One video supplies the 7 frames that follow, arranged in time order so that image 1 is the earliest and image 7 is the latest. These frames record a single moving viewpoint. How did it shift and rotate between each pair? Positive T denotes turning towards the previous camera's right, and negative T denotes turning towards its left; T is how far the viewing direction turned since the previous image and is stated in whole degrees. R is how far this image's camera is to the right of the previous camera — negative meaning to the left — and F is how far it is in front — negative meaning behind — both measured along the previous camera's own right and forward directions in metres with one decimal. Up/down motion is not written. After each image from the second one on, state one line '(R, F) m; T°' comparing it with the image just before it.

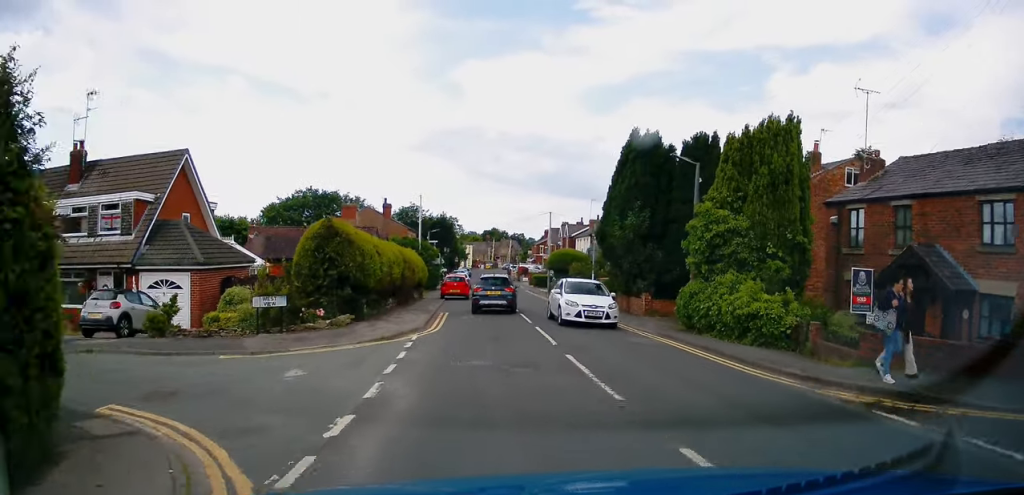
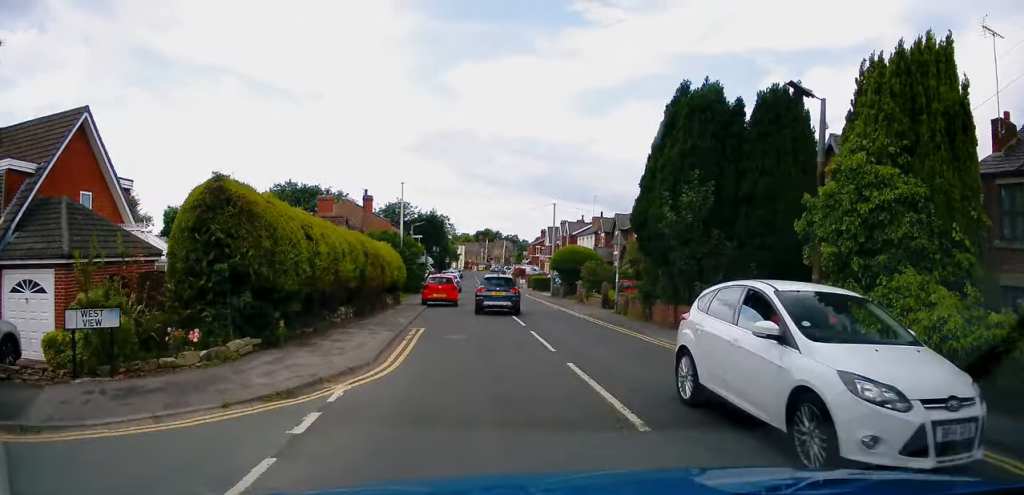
(+0.1, +7.6) m; +1°
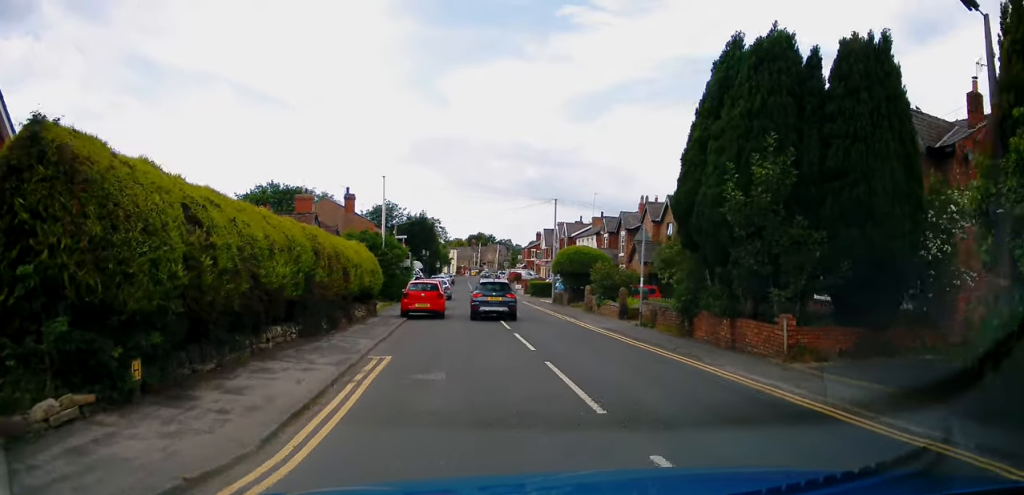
(+0.1, +5.1) m; 0°
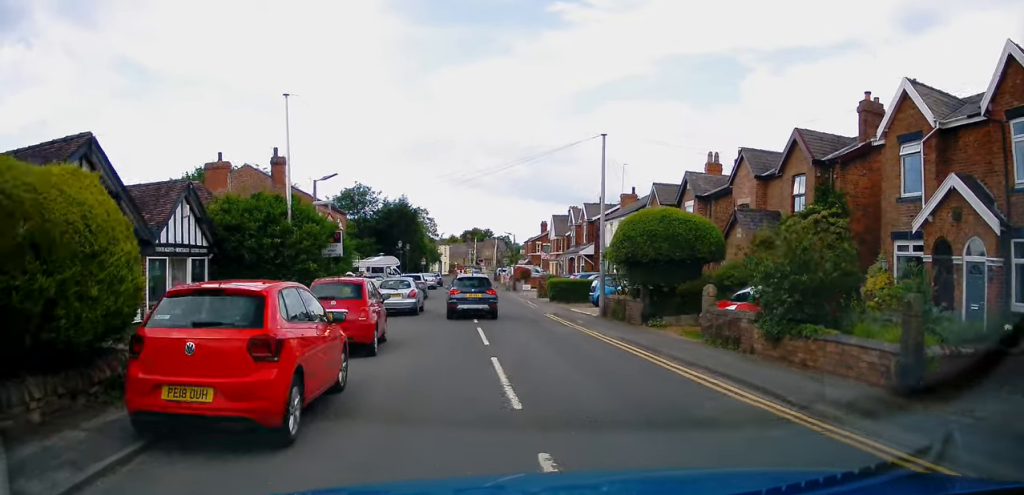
(-0.2, +18.0) m; -1°
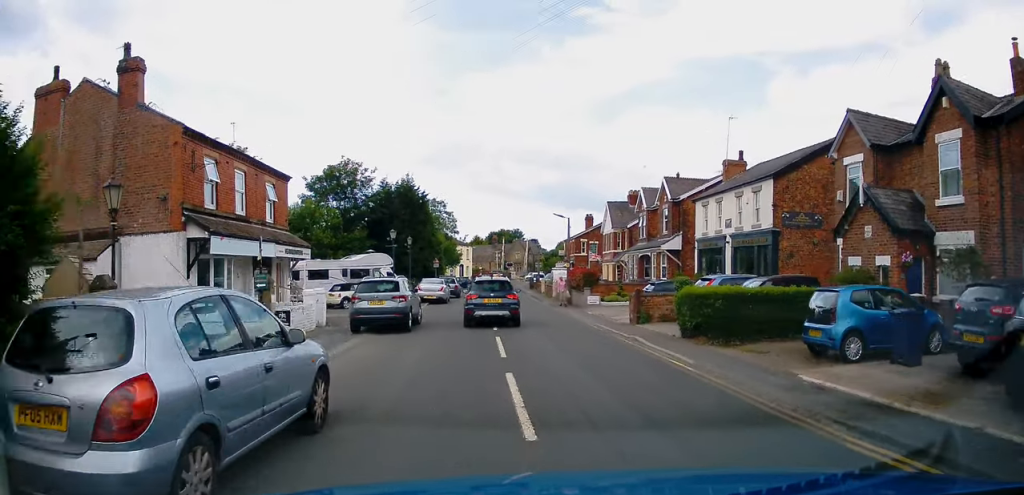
(-0.2, +19.5) m; -1°
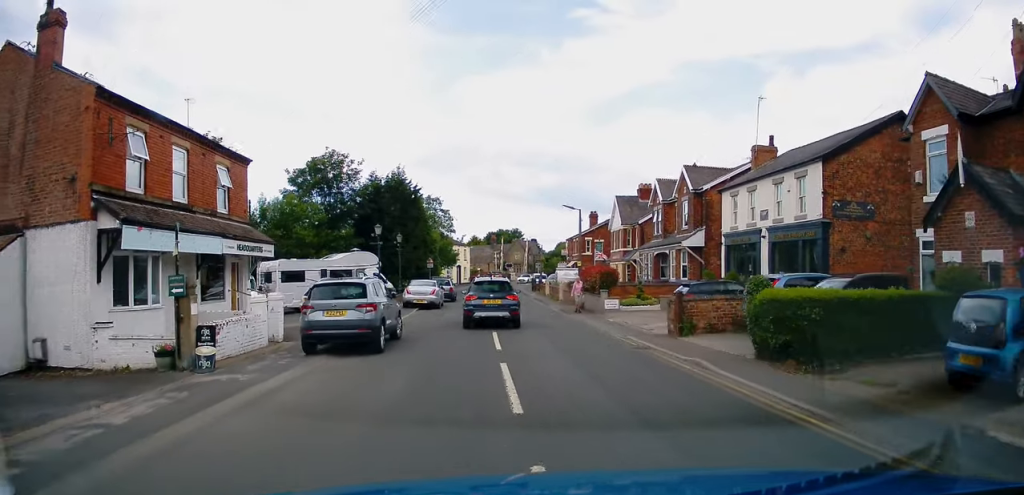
(0.0, +4.8) m; +1°
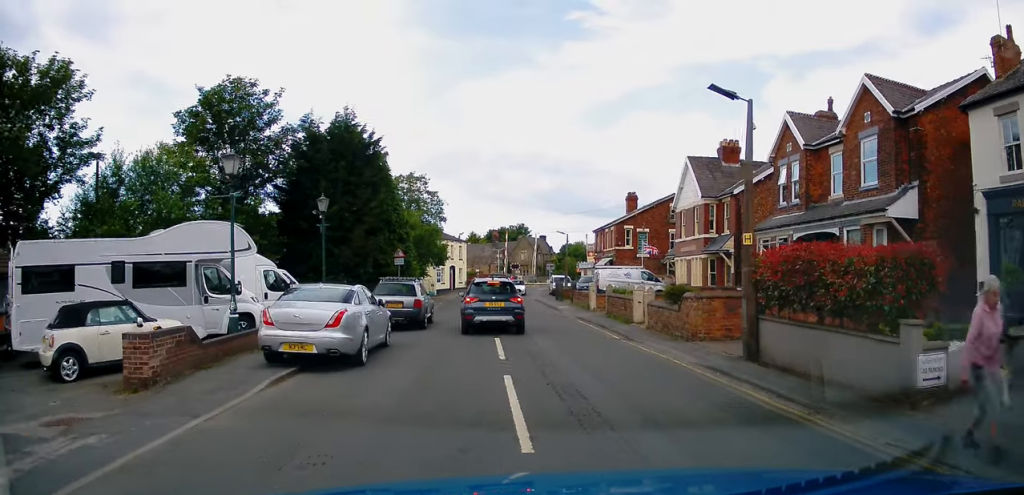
(+0.2, +20.0) m; -1°
